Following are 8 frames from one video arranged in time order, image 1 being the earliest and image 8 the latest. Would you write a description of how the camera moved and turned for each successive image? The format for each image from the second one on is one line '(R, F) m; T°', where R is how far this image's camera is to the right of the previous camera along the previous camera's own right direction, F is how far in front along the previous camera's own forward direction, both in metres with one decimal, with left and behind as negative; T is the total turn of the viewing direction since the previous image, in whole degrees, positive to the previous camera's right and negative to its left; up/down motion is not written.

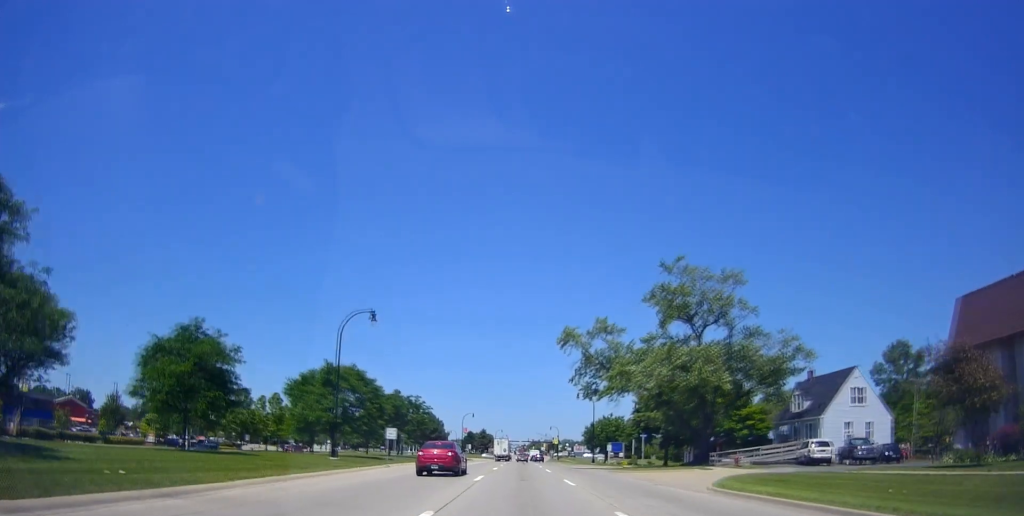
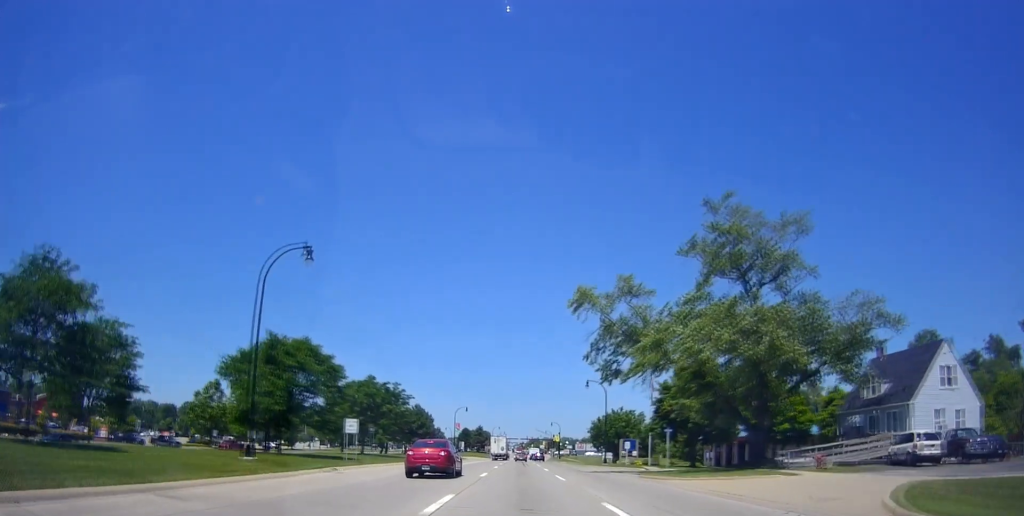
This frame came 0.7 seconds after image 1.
(0.0, +12.5) m; 0°
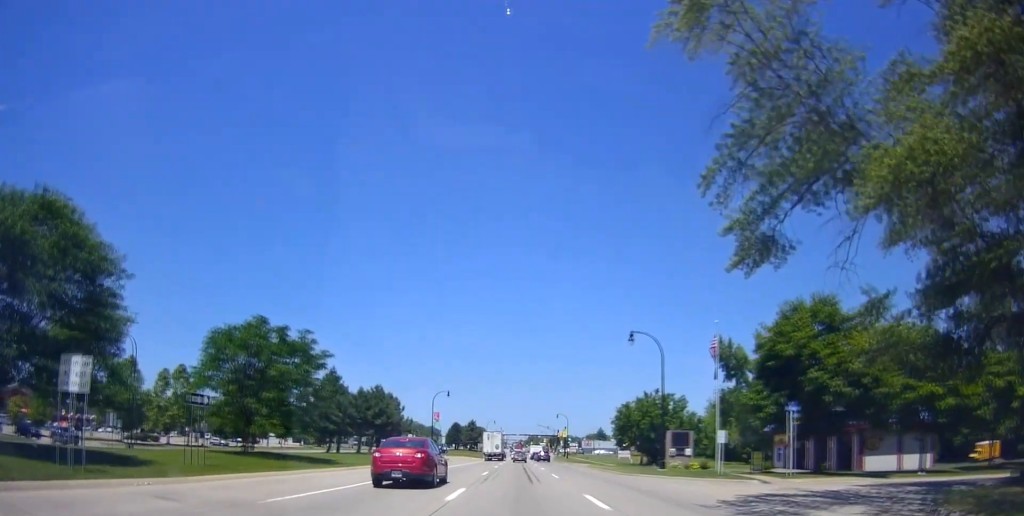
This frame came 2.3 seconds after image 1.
(0.0, +28.6) m; 0°
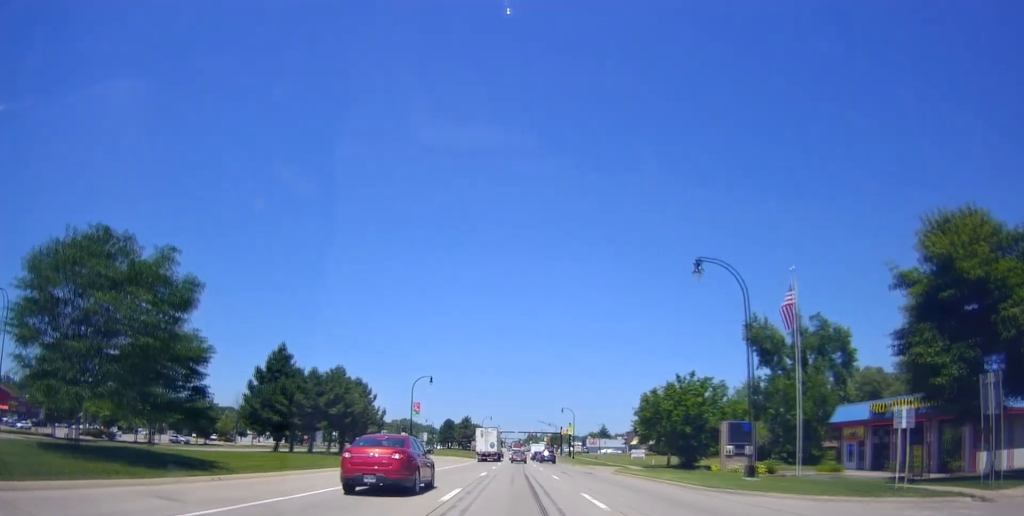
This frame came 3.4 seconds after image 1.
(0.0, +17.0) m; 0°
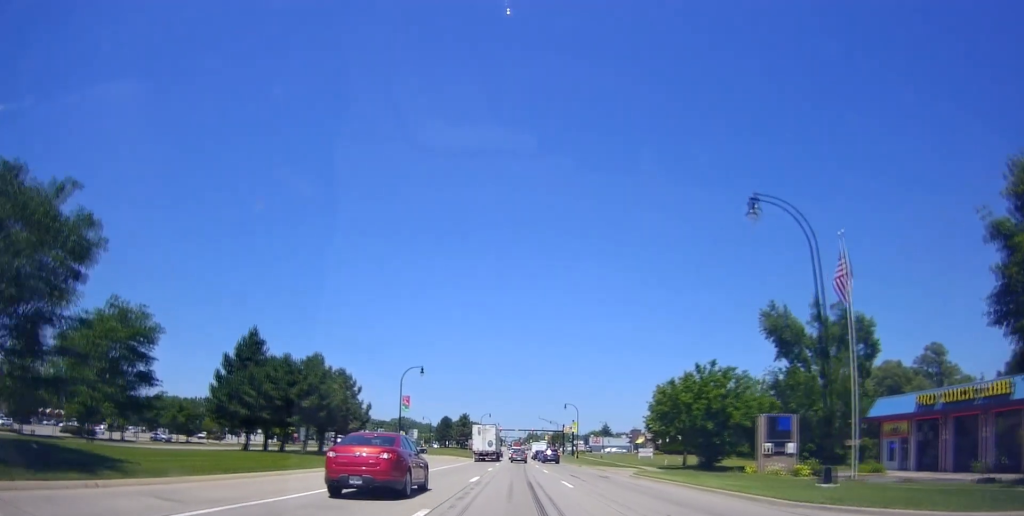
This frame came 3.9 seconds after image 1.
(0.0, +7.3) m; 0°
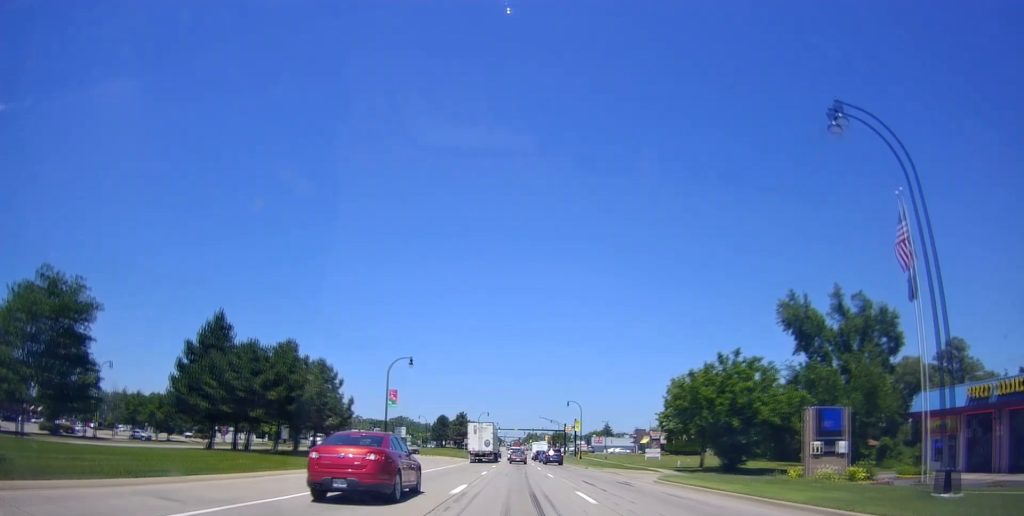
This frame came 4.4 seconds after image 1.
(0.0, +6.5) m; 0°
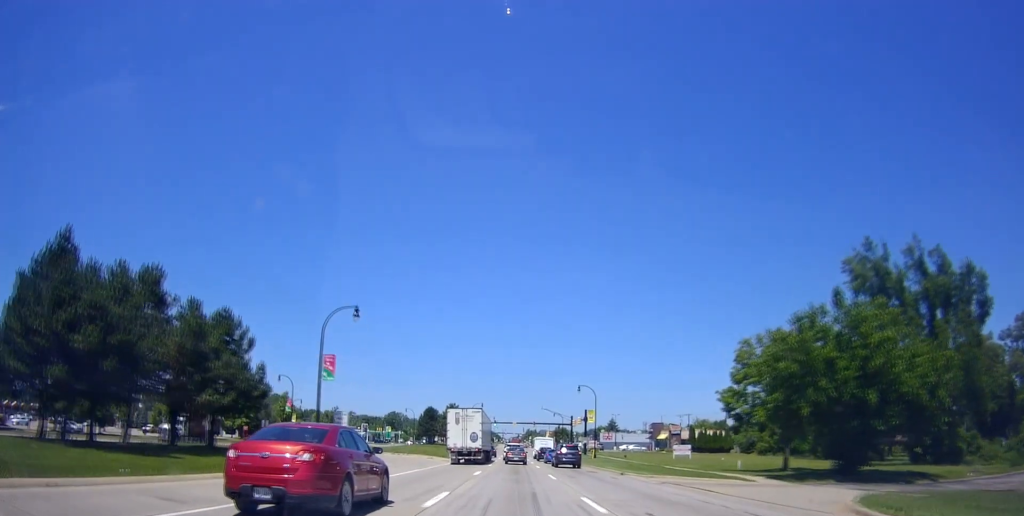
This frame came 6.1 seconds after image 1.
(0.0, +19.7) m; 0°
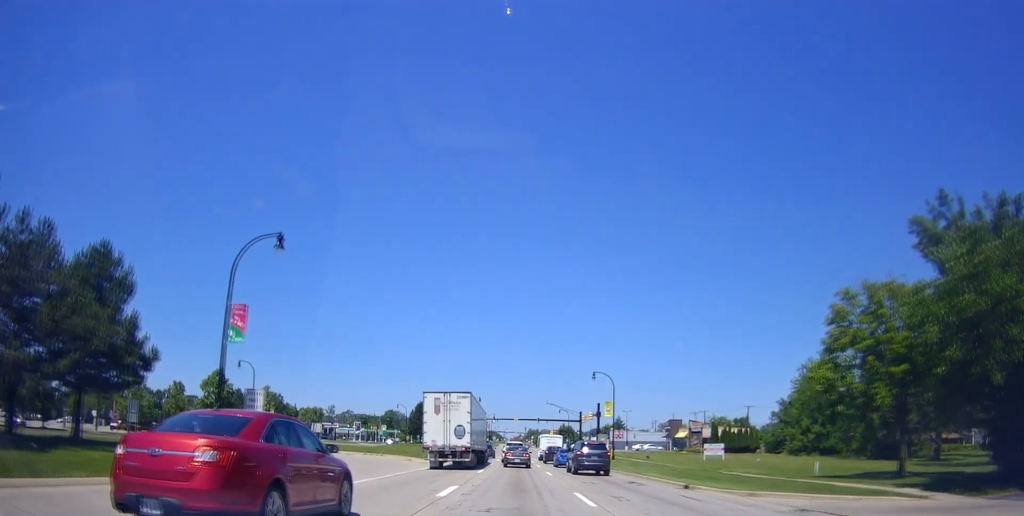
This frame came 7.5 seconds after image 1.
(0.0, +13.7) m; 0°
